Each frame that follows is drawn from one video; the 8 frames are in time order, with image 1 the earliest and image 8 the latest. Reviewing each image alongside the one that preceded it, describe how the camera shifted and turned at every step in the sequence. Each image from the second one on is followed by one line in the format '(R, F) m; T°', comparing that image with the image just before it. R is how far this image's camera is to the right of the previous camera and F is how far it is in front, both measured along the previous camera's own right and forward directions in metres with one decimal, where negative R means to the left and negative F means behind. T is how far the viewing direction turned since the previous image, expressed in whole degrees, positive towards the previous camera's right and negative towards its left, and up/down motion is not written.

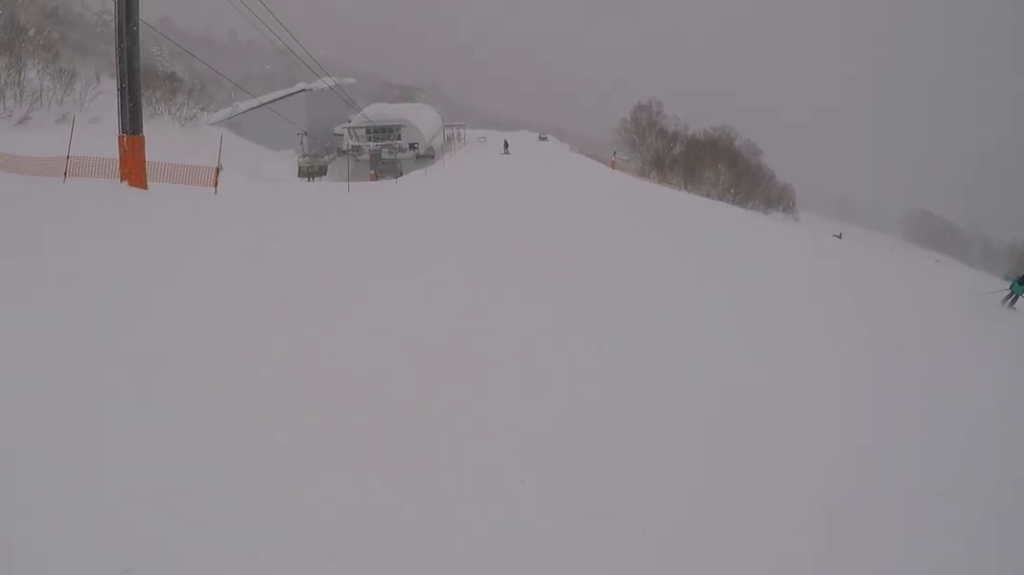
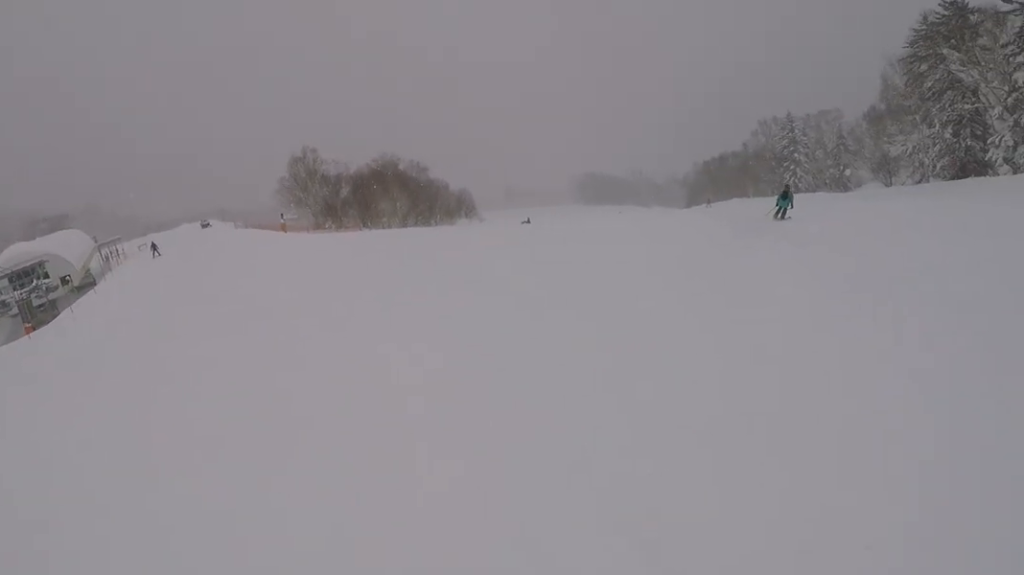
(+0.7, +5.5) m; +13°
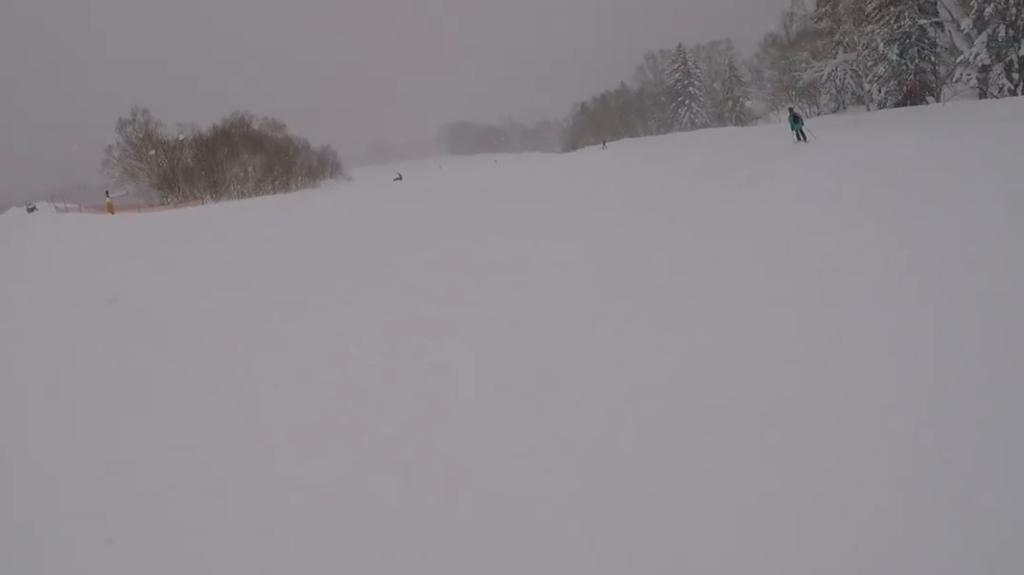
(+1.7, +8.7) m; +14°
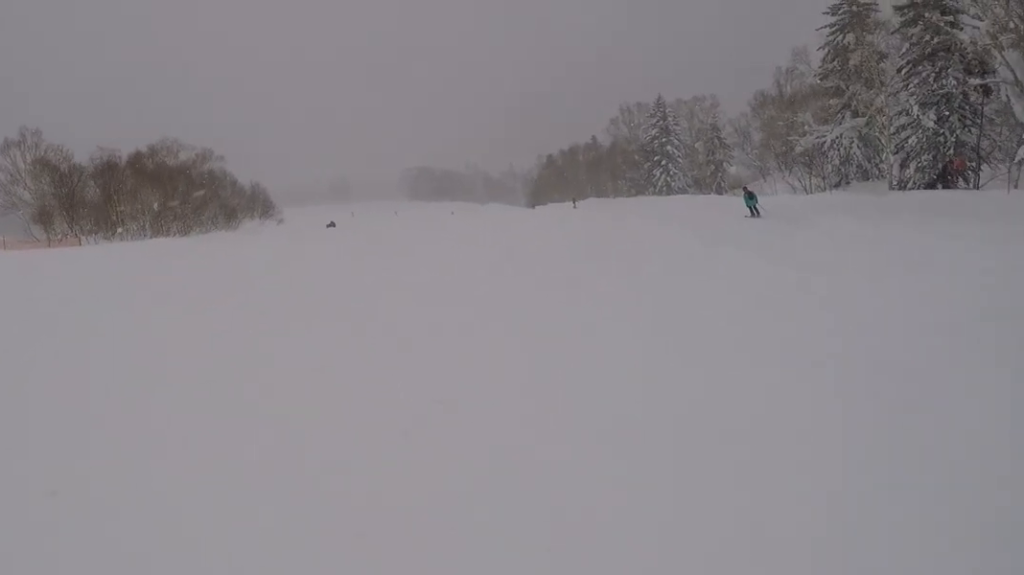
(+0.2, +8.7) m; -5°
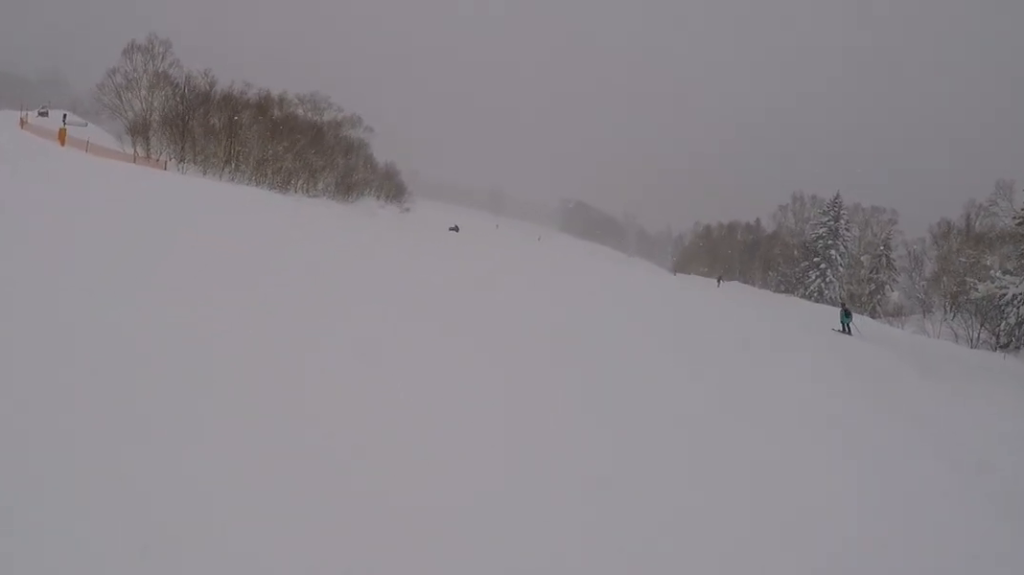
(-0.4, +4.9) m; -7°
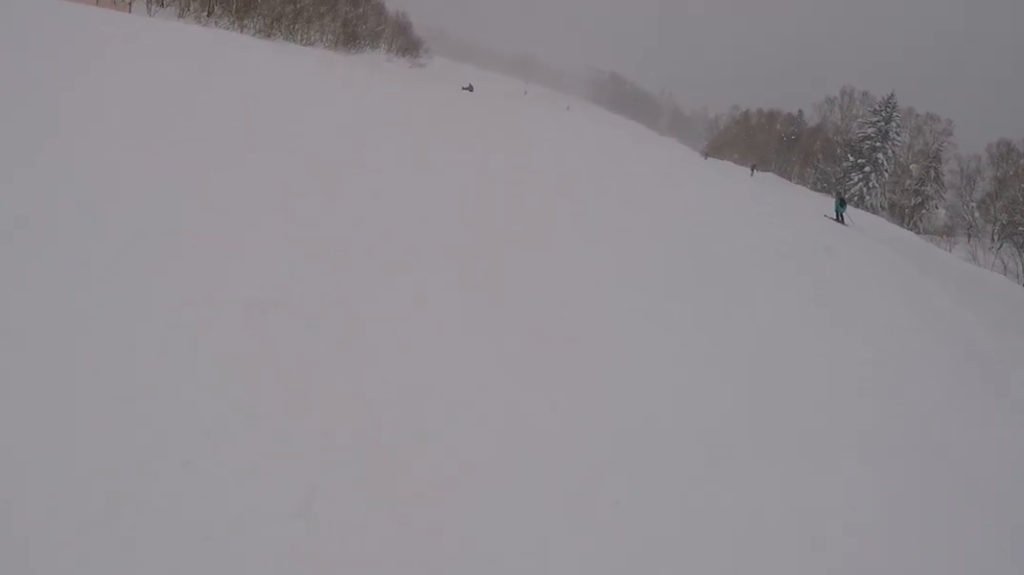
(-0.2, +3.5) m; -5°
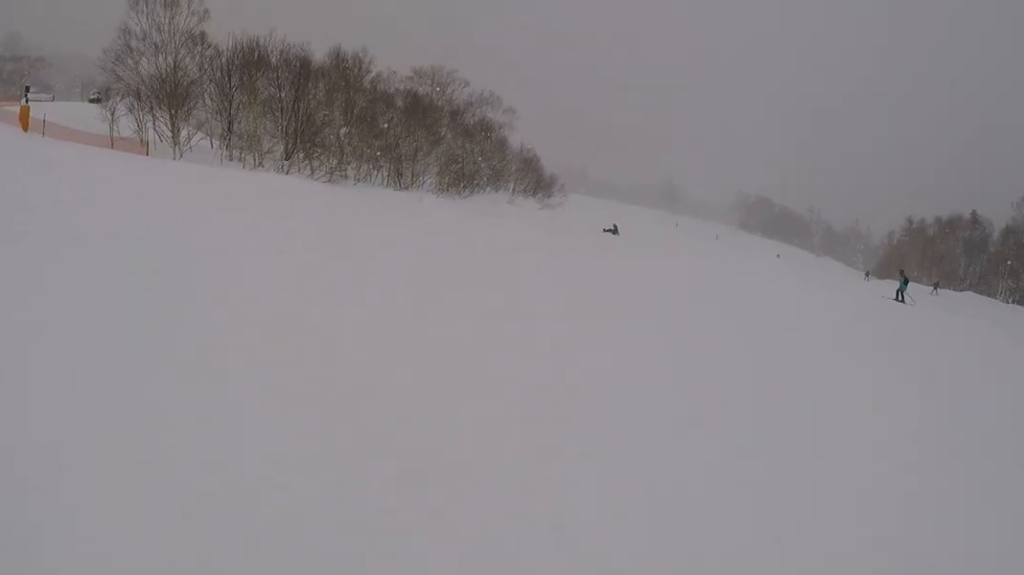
(-1.3, +11.3) m; -8°
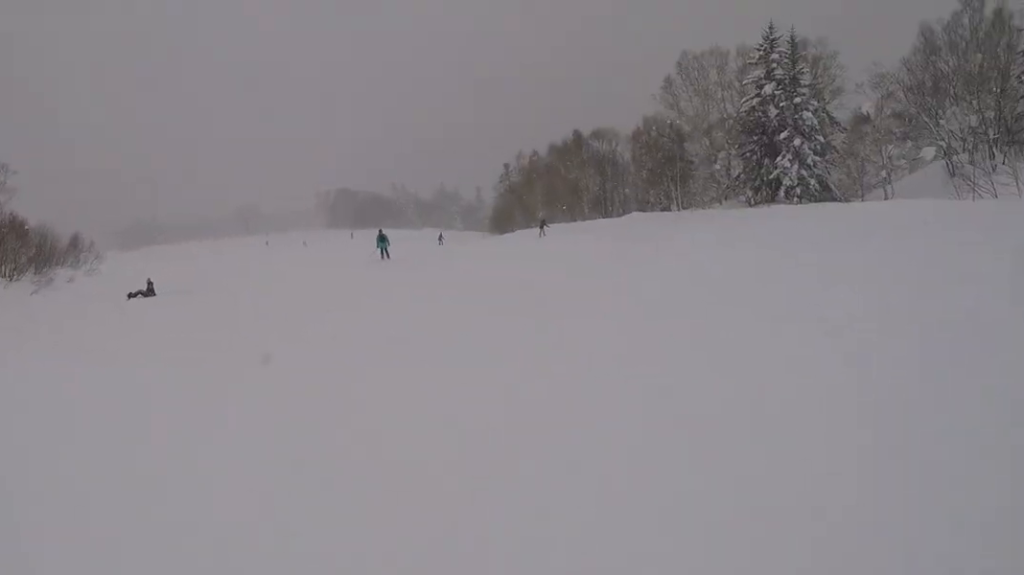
(+4.3, +17.4) m; +26°
